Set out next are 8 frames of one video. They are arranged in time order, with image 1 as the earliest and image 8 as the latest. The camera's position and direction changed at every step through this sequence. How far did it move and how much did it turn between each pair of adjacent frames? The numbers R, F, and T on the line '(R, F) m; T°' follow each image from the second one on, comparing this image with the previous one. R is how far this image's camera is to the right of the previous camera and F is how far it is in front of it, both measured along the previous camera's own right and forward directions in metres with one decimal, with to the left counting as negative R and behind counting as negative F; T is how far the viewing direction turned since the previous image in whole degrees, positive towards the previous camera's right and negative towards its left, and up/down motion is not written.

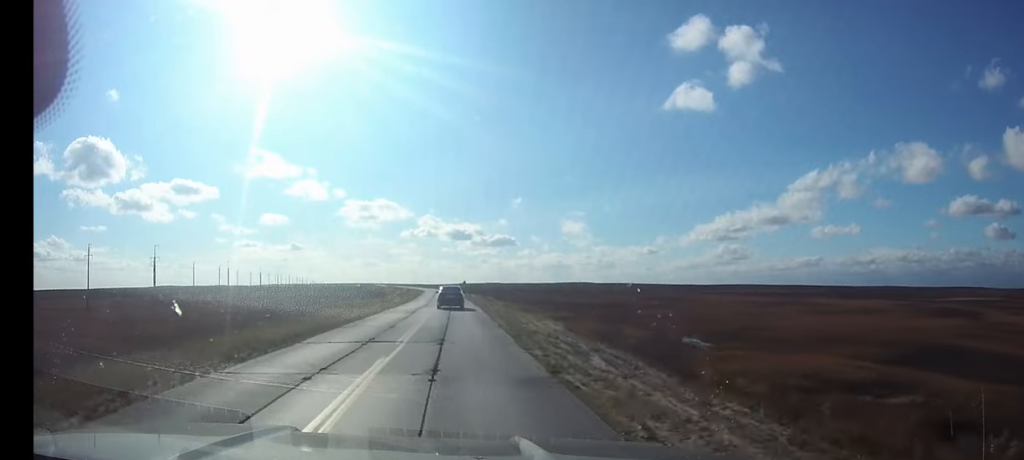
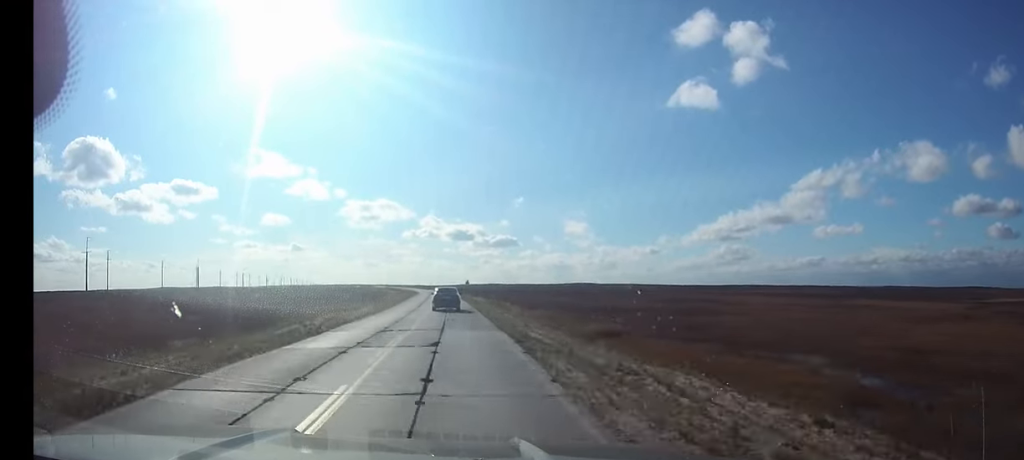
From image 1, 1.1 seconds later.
(-0.2, +27.3) m; -1°
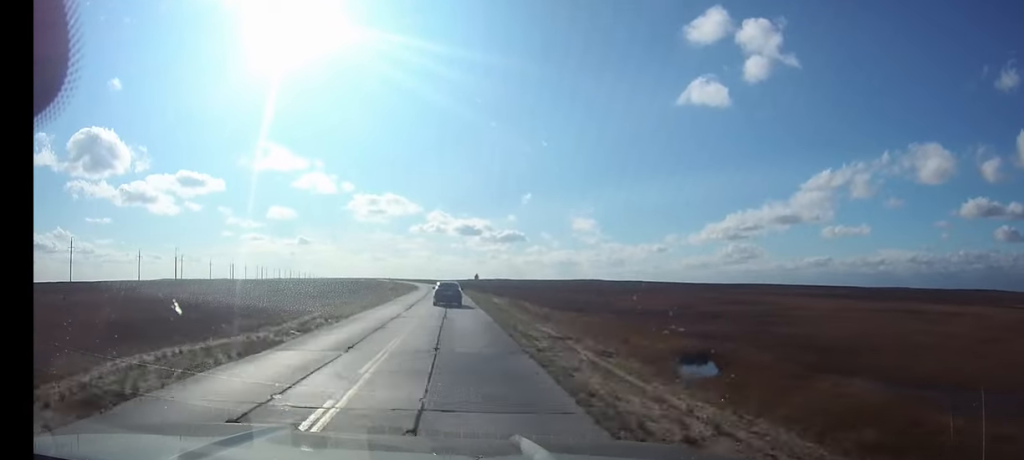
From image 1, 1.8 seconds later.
(-0.1, +19.0) m; -1°
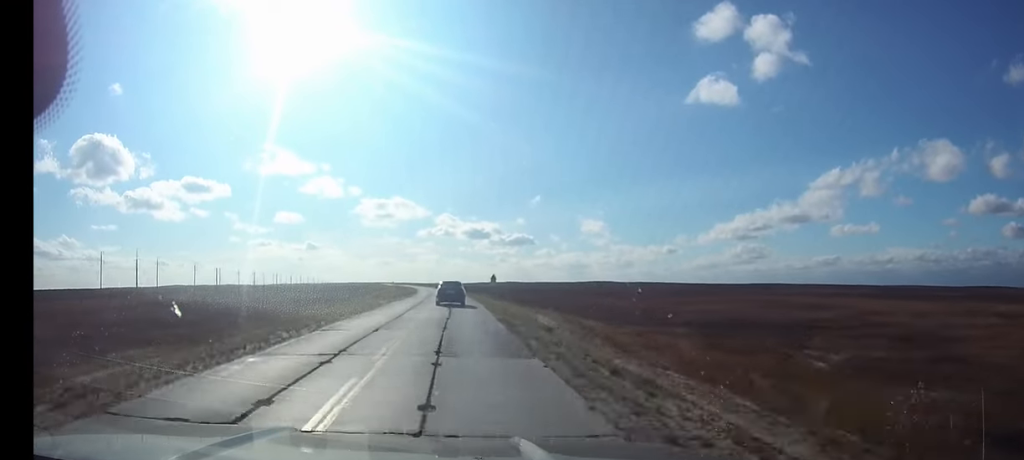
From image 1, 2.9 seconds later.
(-0.1, +25.0) m; -1°
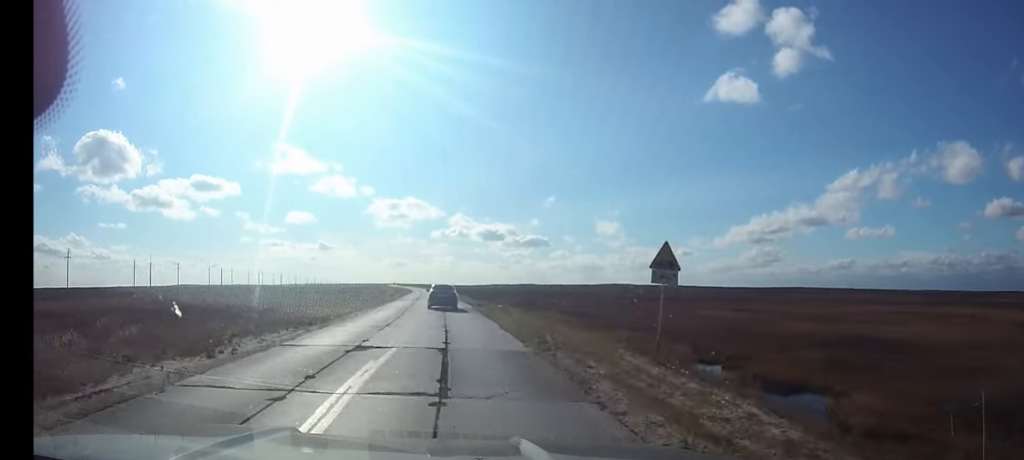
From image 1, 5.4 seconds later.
(-0.9, +58.3) m; -2°
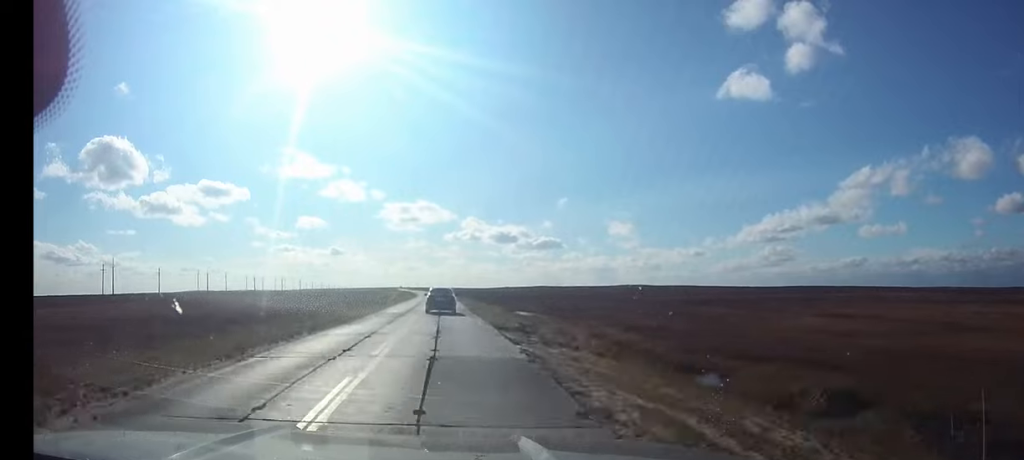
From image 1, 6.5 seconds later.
(-0.3, +25.2) m; -1°
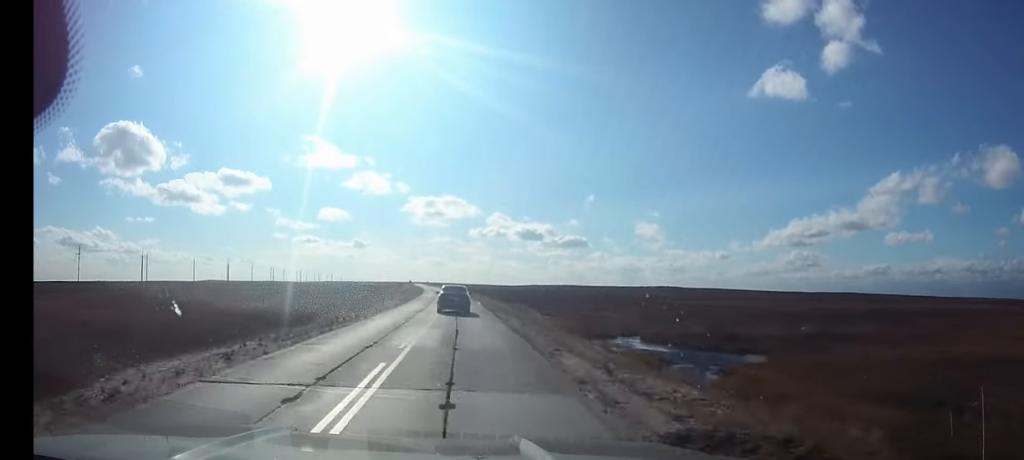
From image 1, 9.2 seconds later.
(-1.1, +62.8) m; -1°
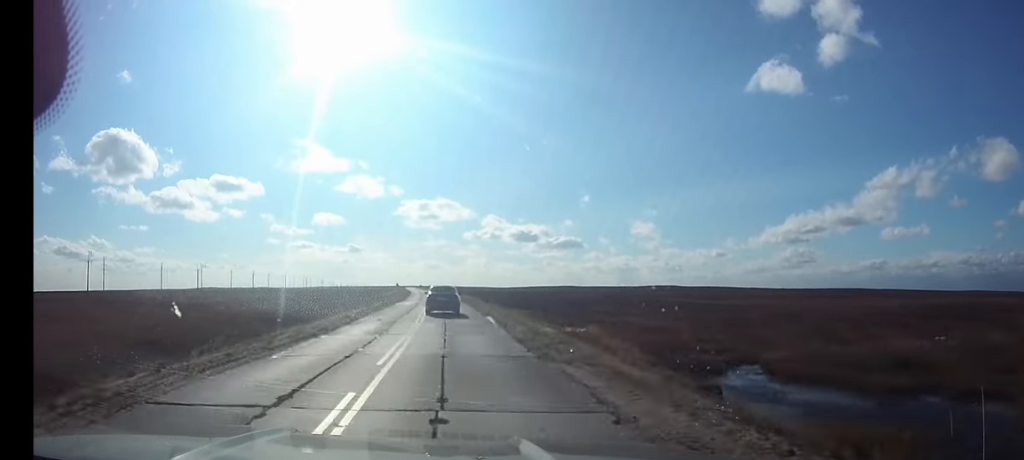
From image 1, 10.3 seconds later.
(-0.1, +25.2) m; -1°
